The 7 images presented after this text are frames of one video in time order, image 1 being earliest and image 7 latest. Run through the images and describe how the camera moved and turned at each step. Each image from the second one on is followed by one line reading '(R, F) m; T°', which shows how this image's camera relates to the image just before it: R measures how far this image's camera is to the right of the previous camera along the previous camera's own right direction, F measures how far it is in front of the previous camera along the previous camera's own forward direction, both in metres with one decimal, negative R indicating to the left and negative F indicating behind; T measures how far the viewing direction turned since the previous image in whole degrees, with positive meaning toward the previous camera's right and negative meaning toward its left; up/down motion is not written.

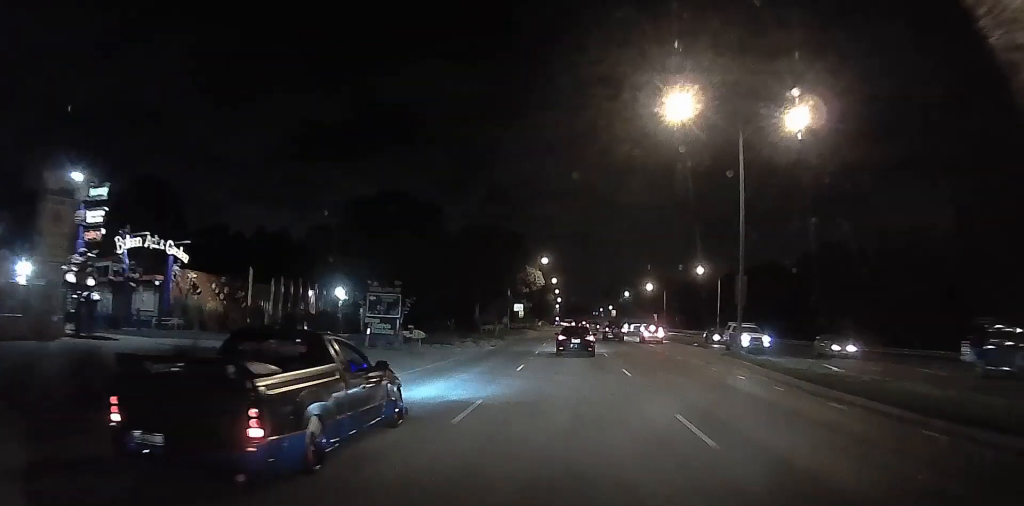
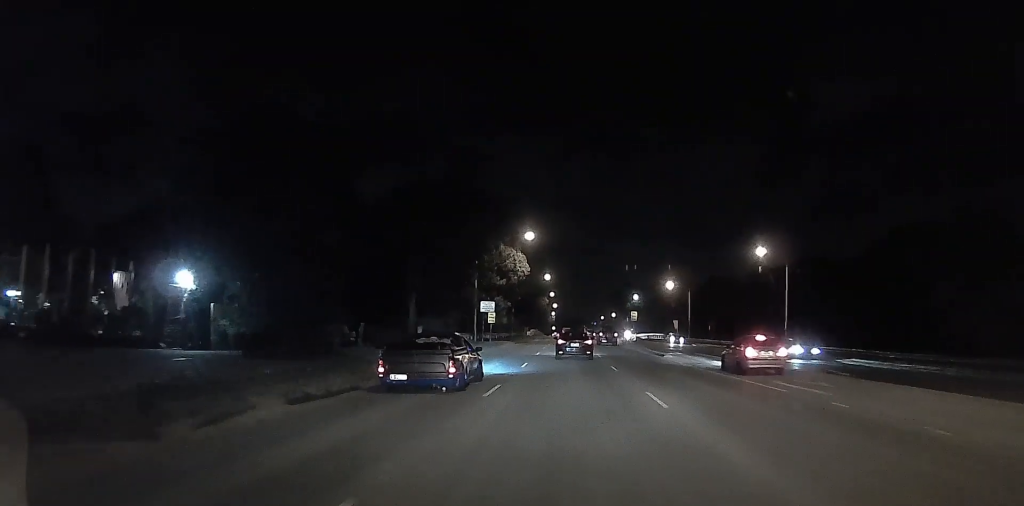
(+0.2, +32.3) m; +6°
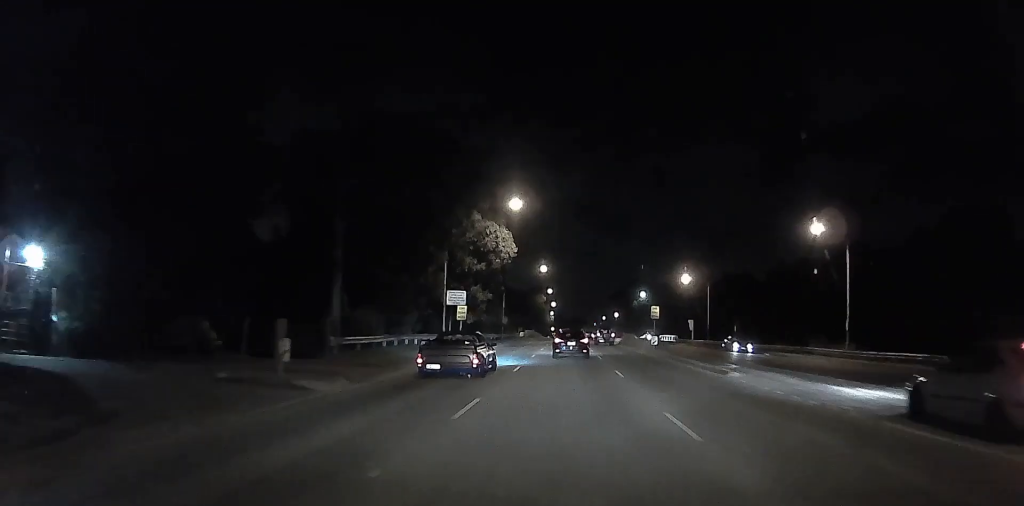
(0.0, +16.0) m; 0°
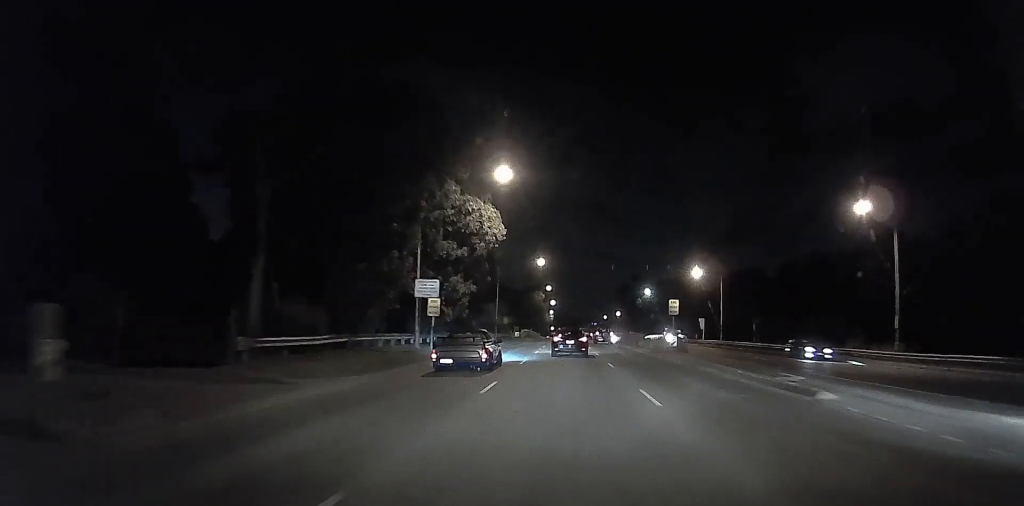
(0.0, +8.7) m; 0°
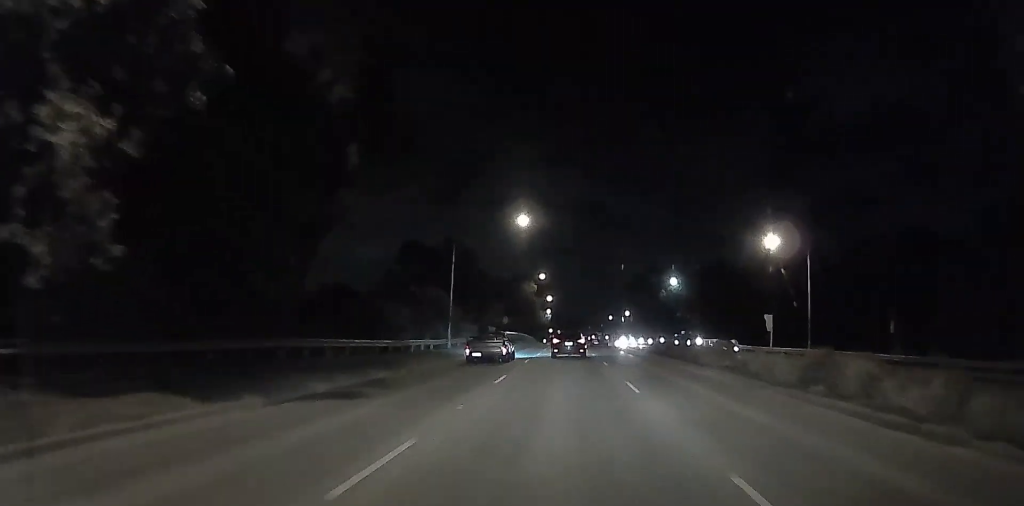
(-2.6, +33.9) m; -5°
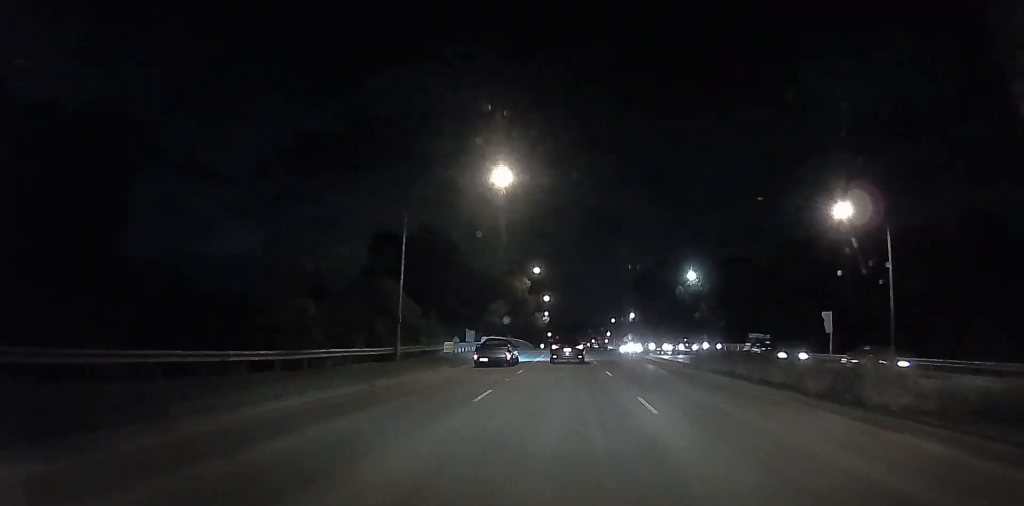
(+1.1, +15.4) m; +5°
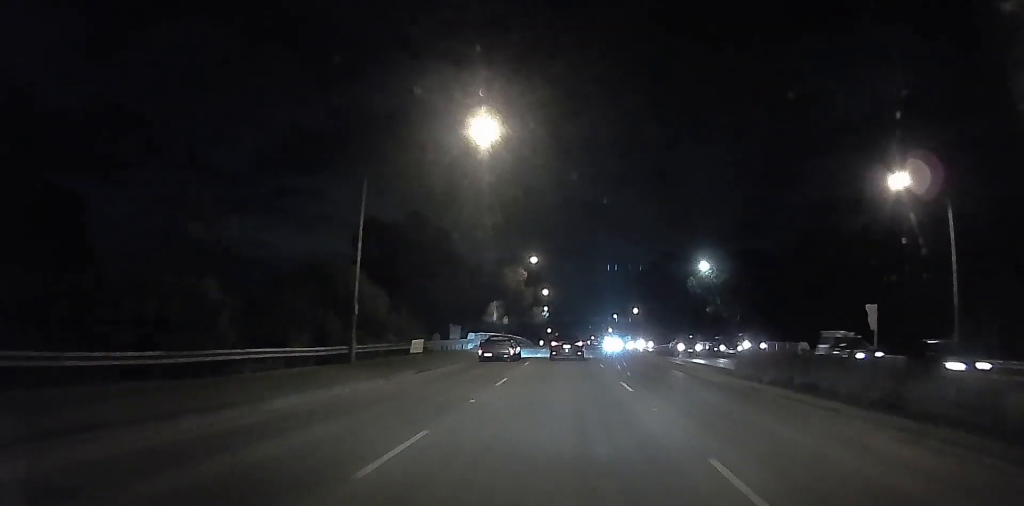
(+0.1, +7.7) m; +1°
